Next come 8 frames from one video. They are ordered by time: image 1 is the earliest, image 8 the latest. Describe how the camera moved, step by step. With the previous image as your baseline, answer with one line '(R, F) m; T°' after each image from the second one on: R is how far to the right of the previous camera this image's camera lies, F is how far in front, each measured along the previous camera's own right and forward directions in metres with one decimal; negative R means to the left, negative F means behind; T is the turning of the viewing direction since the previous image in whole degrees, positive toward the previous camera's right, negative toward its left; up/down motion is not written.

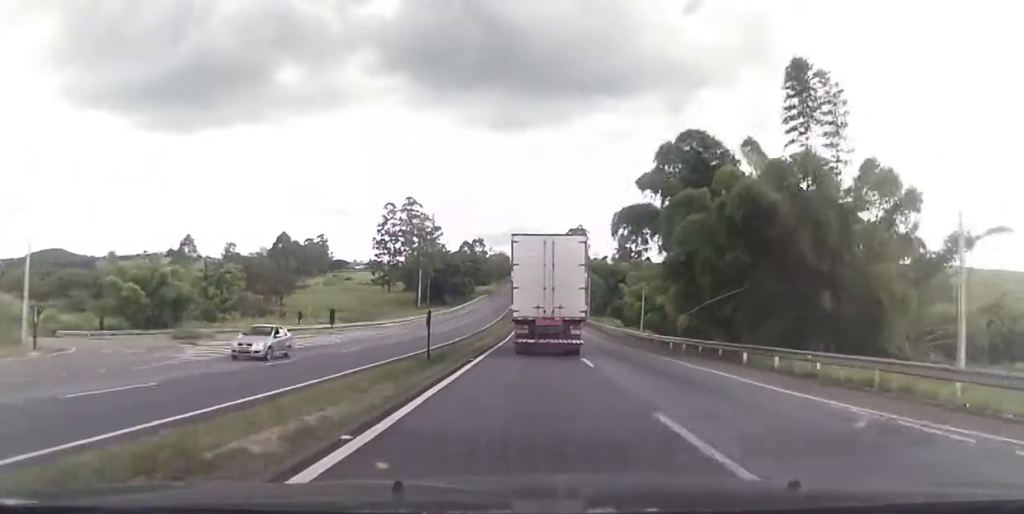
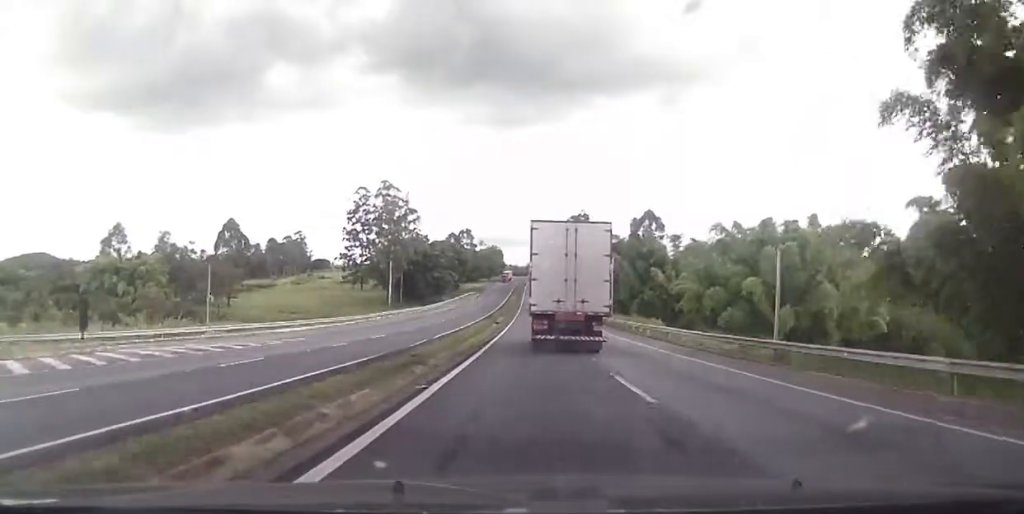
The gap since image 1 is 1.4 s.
(0.0, +40.4) m; 0°
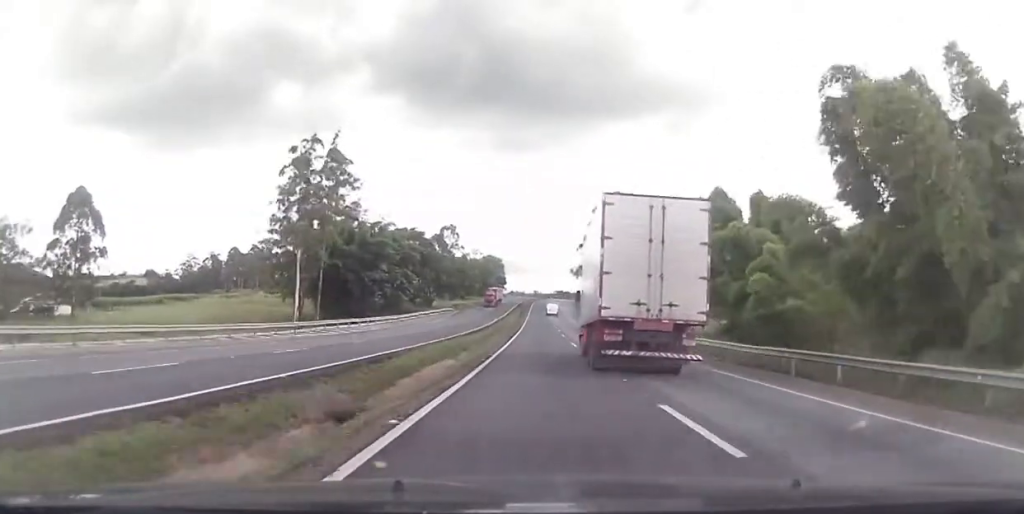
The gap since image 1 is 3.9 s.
(+0.8, +76.3) m; +1°
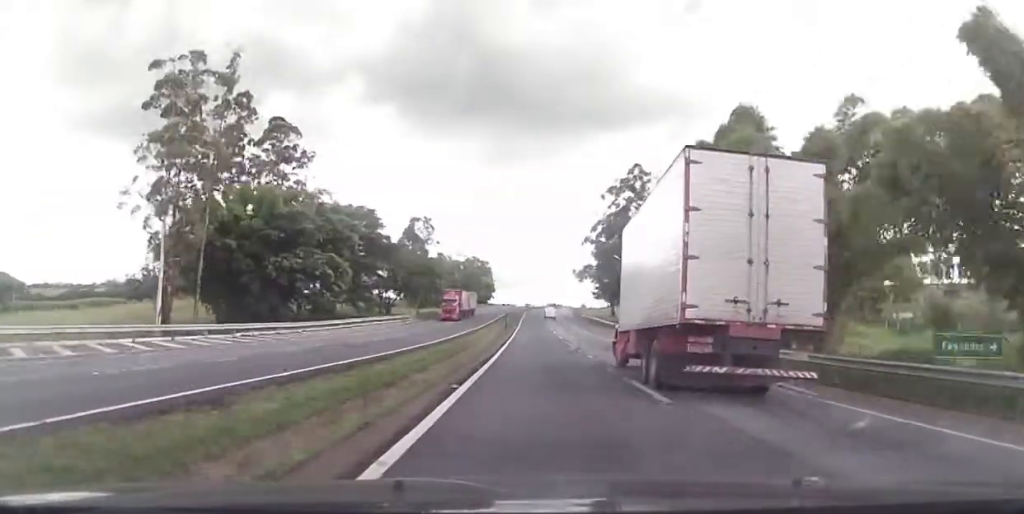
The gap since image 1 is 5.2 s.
(-0.3, +38.6) m; 0°
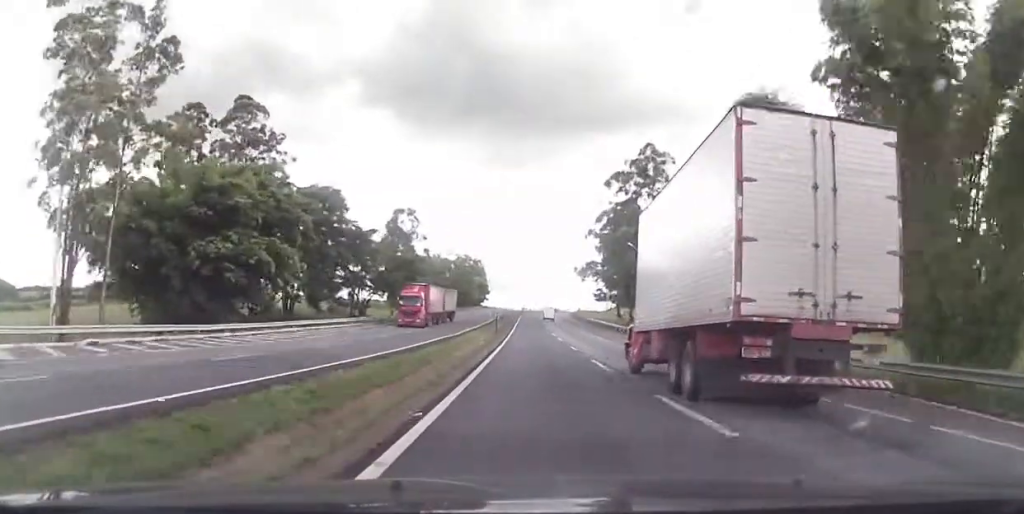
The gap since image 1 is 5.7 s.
(0.0, +16.4) m; 0°
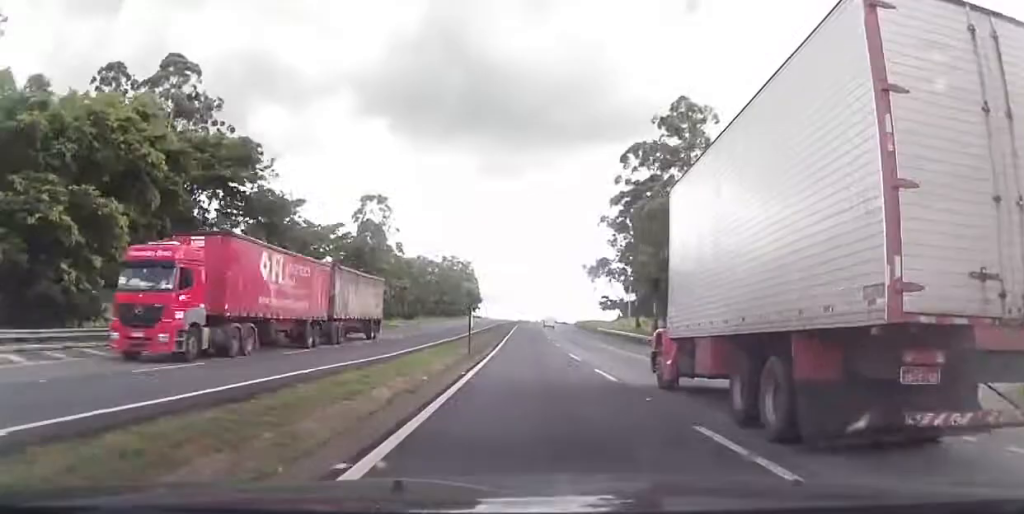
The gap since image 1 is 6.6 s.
(0.0, +27.0) m; +1°
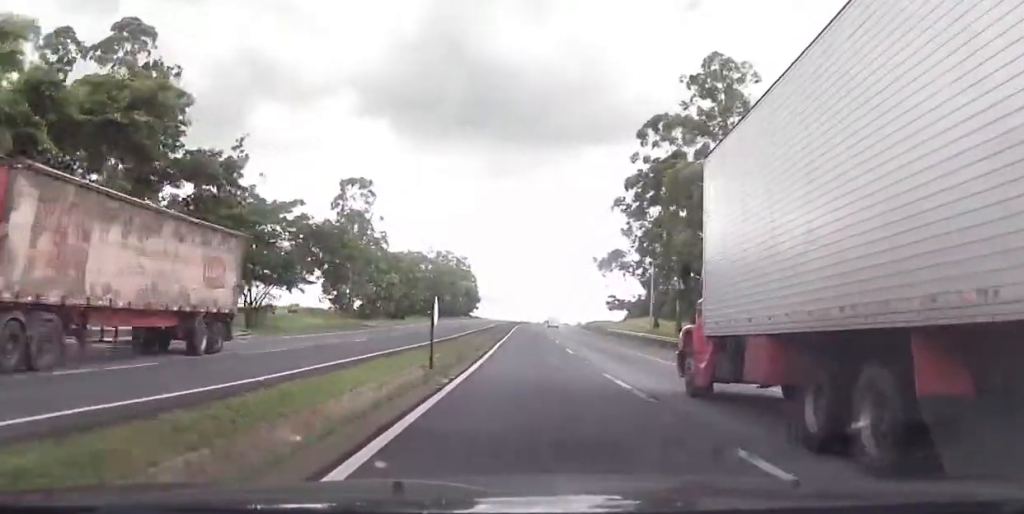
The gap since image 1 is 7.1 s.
(+0.1, +14.6) m; 0°
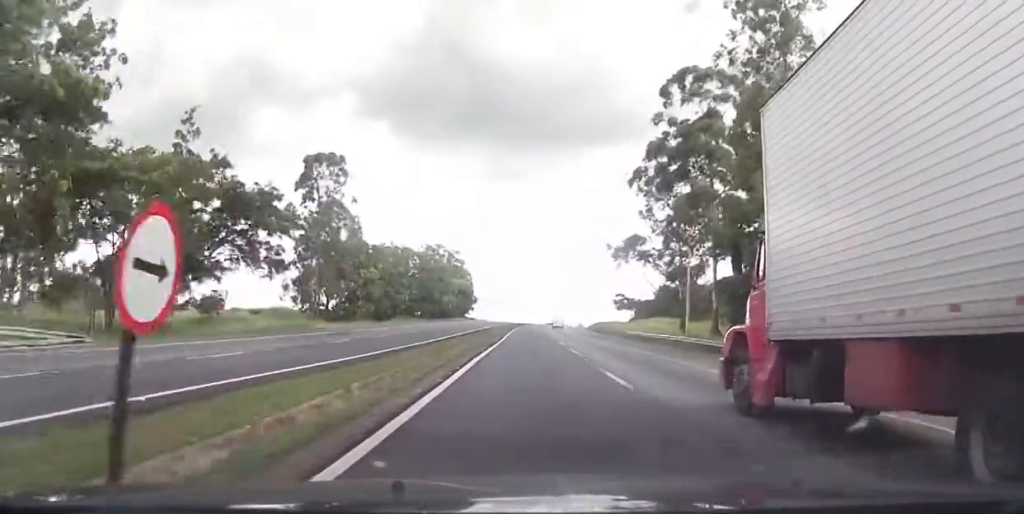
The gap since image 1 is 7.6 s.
(+0.2, +16.7) m; 0°
